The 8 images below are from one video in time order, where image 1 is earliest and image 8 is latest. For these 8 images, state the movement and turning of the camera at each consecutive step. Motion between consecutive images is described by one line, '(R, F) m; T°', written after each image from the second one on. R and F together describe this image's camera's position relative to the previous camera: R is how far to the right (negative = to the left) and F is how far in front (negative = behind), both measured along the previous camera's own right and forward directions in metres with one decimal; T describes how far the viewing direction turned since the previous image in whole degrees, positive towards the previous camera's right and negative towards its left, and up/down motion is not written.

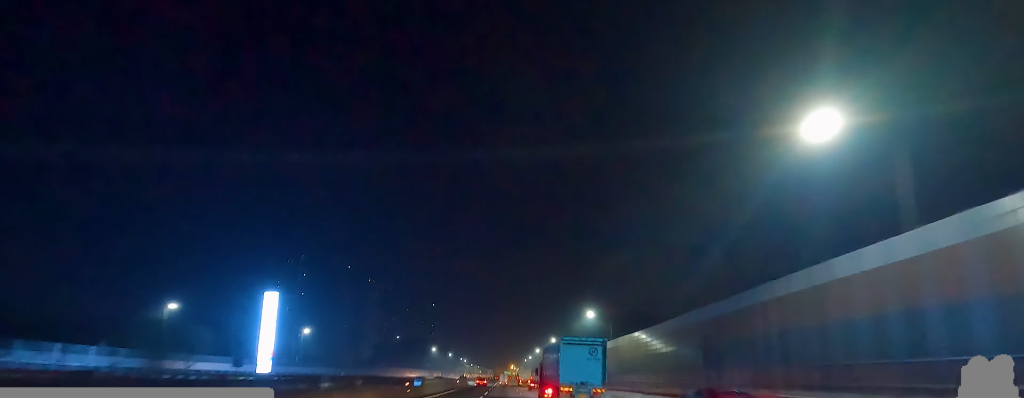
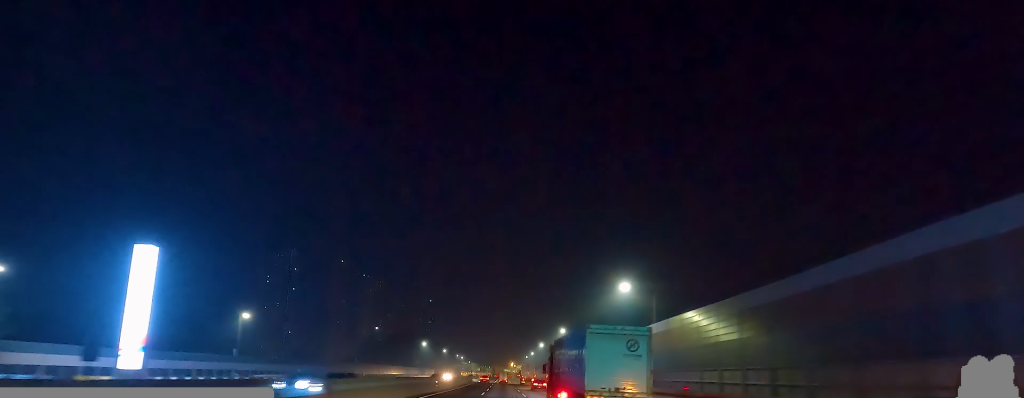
(+0.5, +24.5) m; -1°
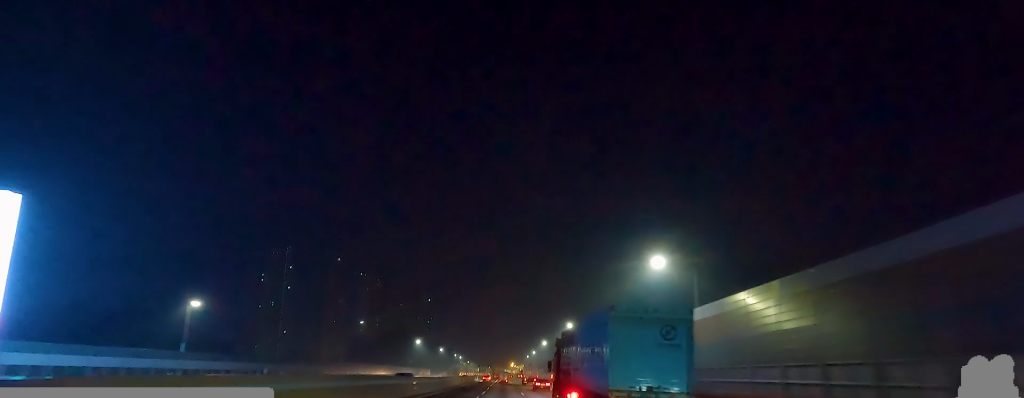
(-0.5, +13.3) m; -1°
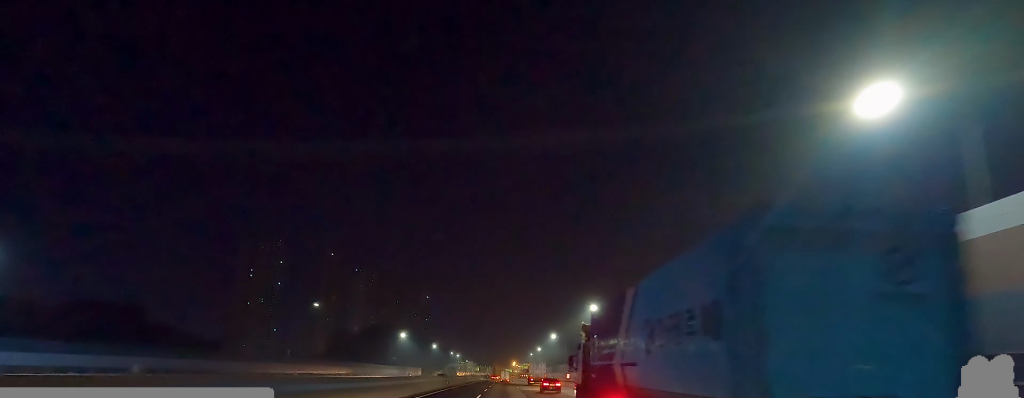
(-0.4, +28.3) m; -1°
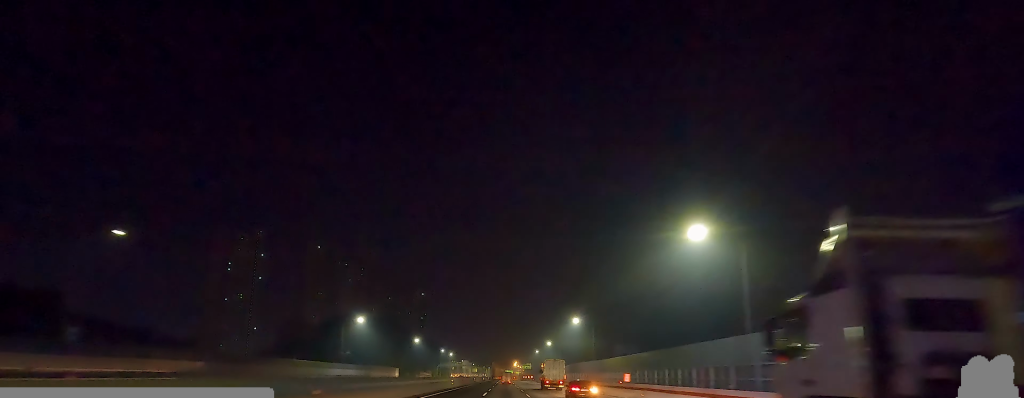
(0.0, +44.1) m; 0°
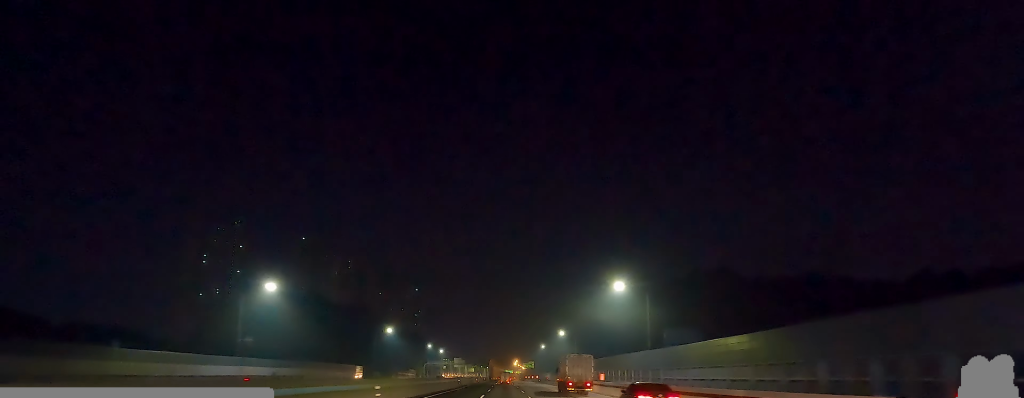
(0.0, +39.0) m; 0°
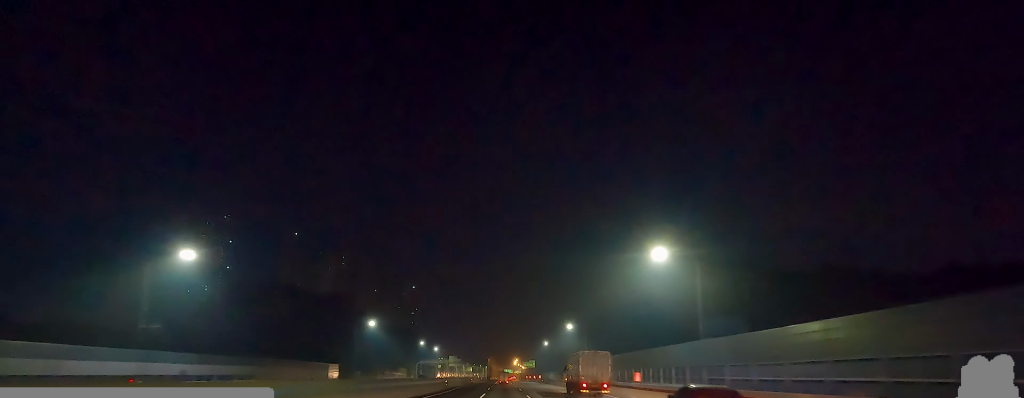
(0.0, +16.6) m; +1°
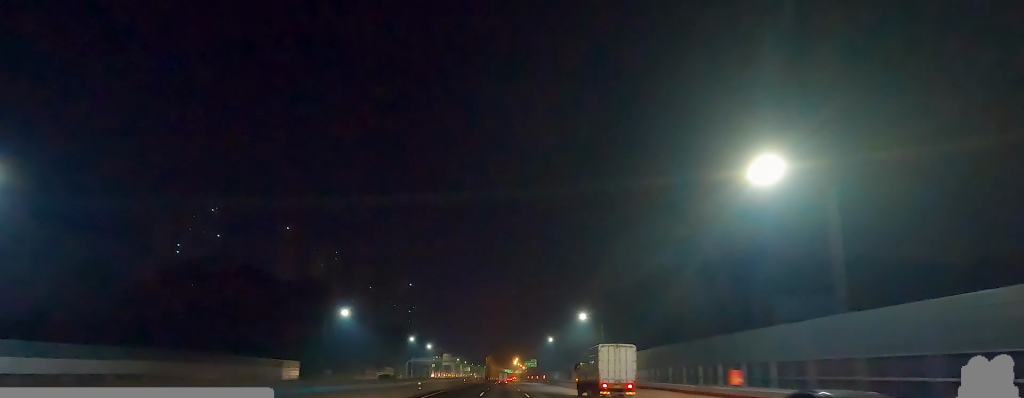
(-0.3, +19.3) m; +2°
